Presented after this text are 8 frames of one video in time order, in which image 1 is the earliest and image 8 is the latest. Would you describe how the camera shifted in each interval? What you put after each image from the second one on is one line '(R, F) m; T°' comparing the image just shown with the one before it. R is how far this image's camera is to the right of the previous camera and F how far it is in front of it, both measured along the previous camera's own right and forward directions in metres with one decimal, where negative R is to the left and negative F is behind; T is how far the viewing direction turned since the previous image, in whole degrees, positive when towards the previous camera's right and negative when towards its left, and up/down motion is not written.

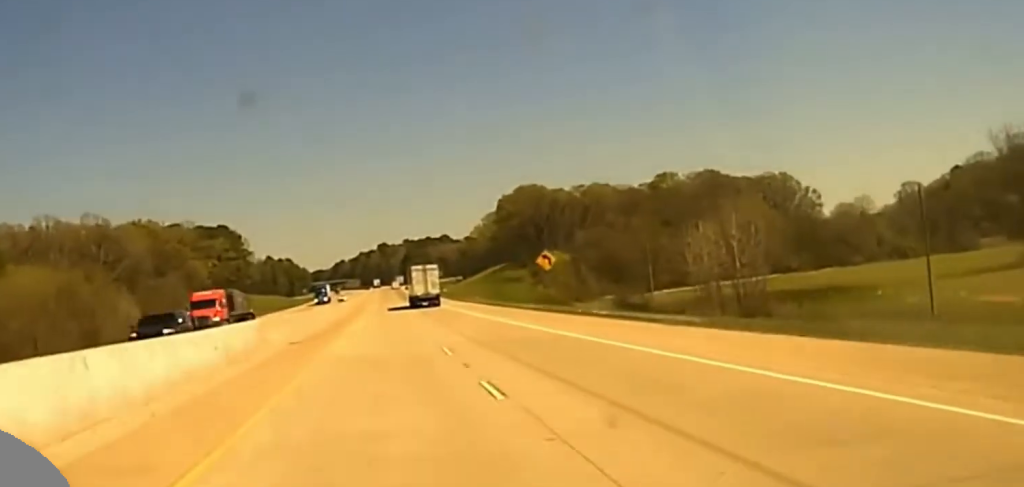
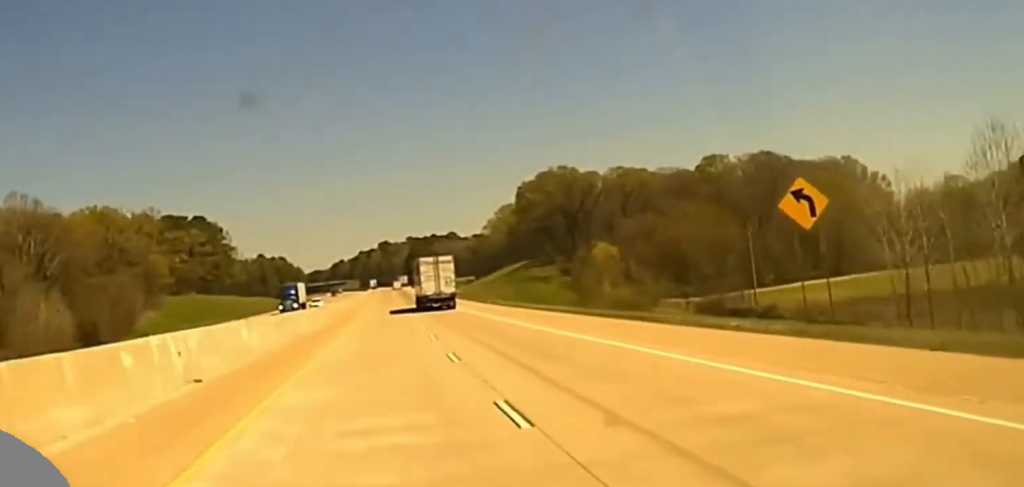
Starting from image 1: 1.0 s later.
(-0.2, +51.7) m; 0°
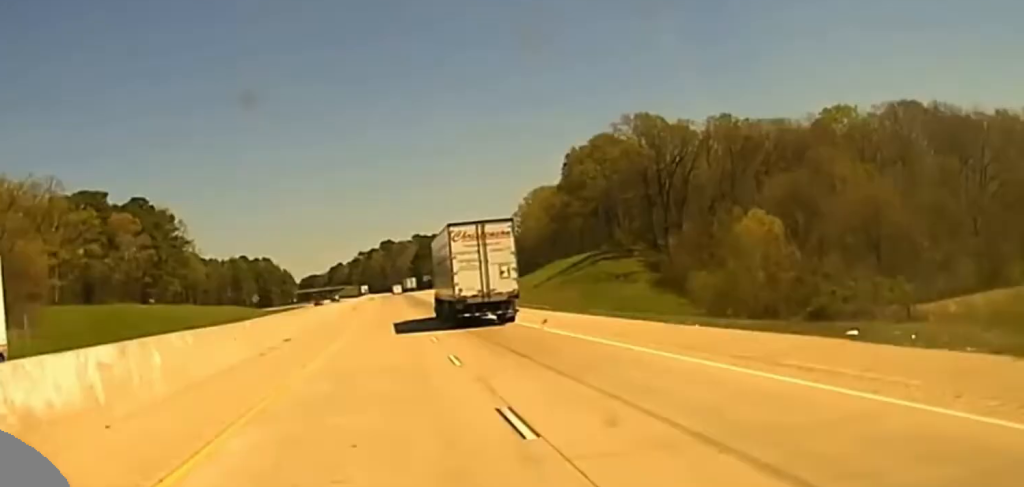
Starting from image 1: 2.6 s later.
(+0.5, +86.6) m; 0°
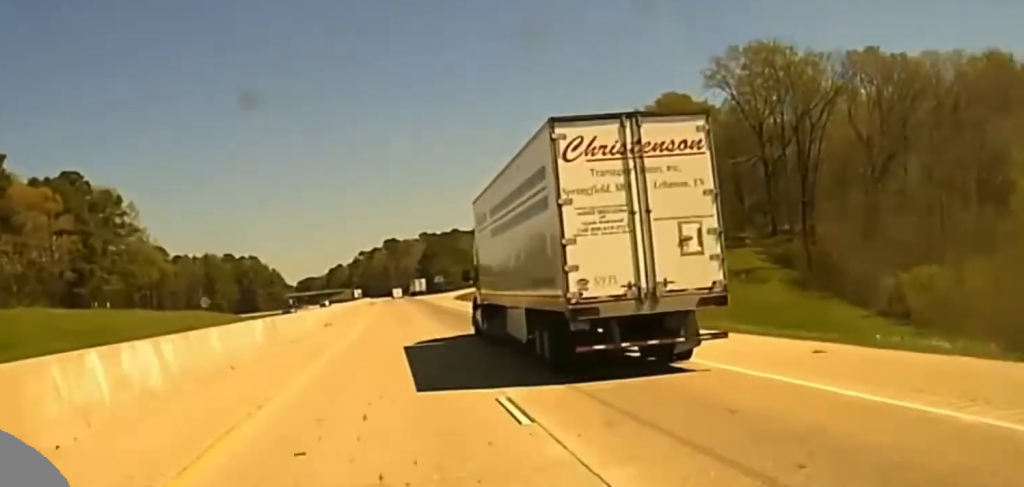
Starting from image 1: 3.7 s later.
(-0.7, +57.8) m; 0°
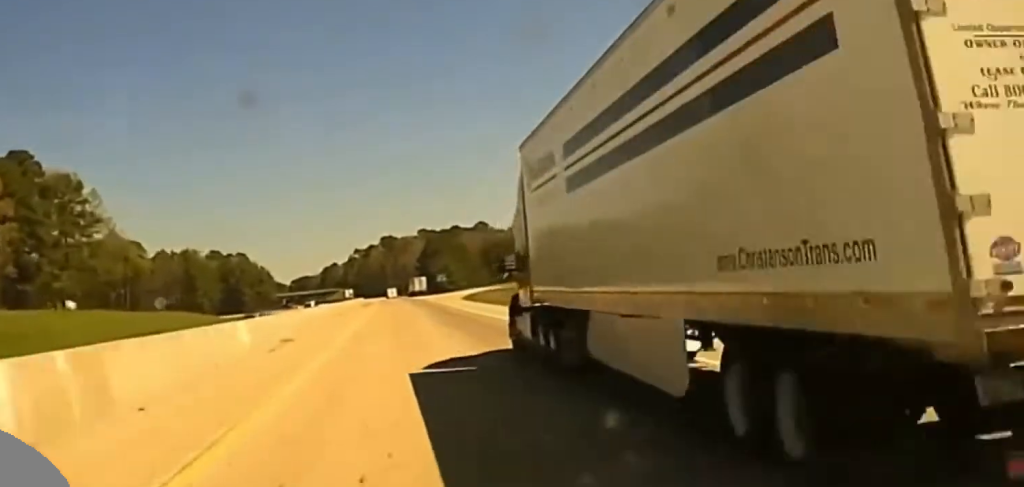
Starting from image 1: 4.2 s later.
(+0.2, +27.4) m; 0°
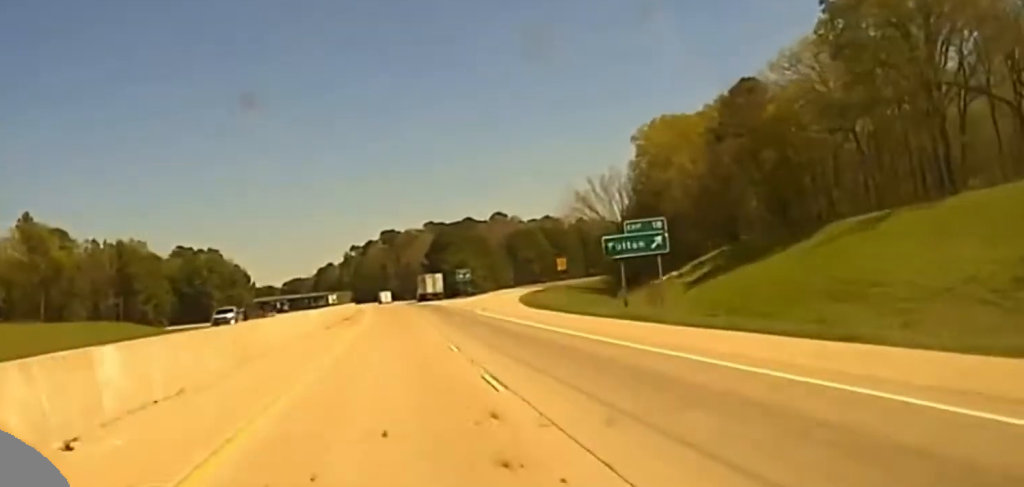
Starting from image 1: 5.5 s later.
(+0.3, +70.1) m; 0°
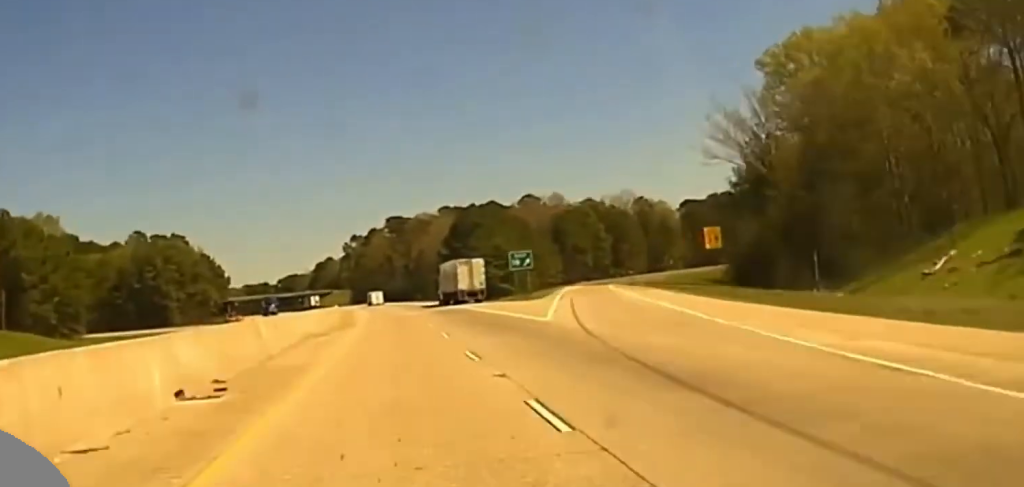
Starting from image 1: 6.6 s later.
(-0.5, +66.4) m; -1°
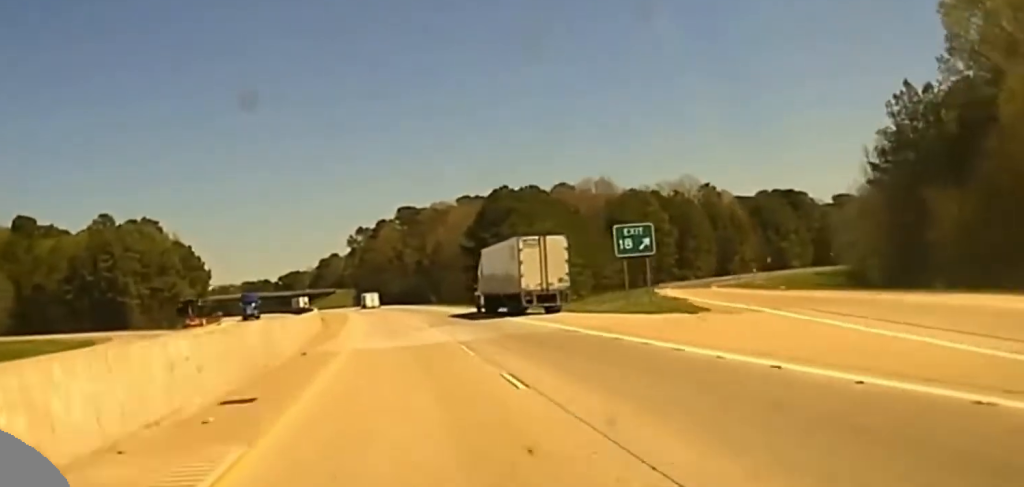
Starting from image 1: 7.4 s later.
(-0.3, +47.1) m; 0°
